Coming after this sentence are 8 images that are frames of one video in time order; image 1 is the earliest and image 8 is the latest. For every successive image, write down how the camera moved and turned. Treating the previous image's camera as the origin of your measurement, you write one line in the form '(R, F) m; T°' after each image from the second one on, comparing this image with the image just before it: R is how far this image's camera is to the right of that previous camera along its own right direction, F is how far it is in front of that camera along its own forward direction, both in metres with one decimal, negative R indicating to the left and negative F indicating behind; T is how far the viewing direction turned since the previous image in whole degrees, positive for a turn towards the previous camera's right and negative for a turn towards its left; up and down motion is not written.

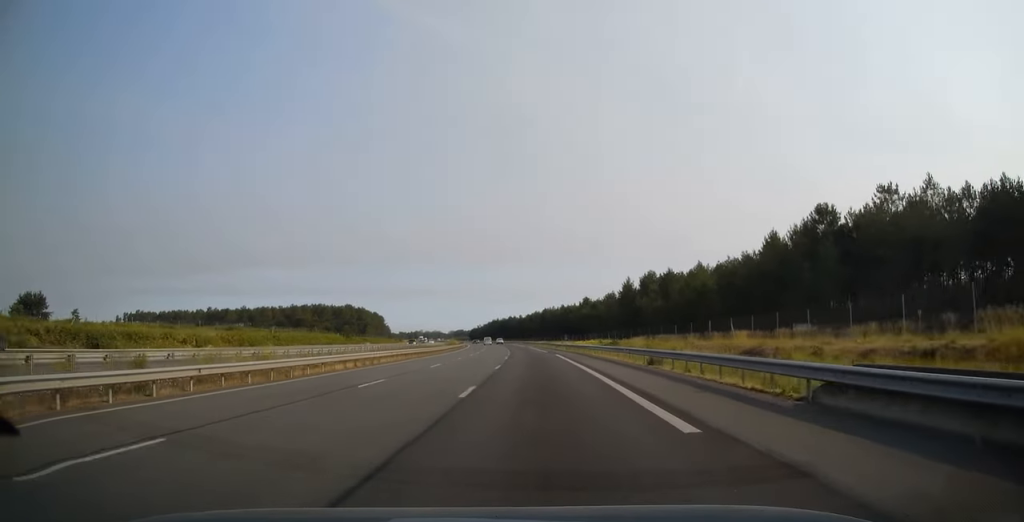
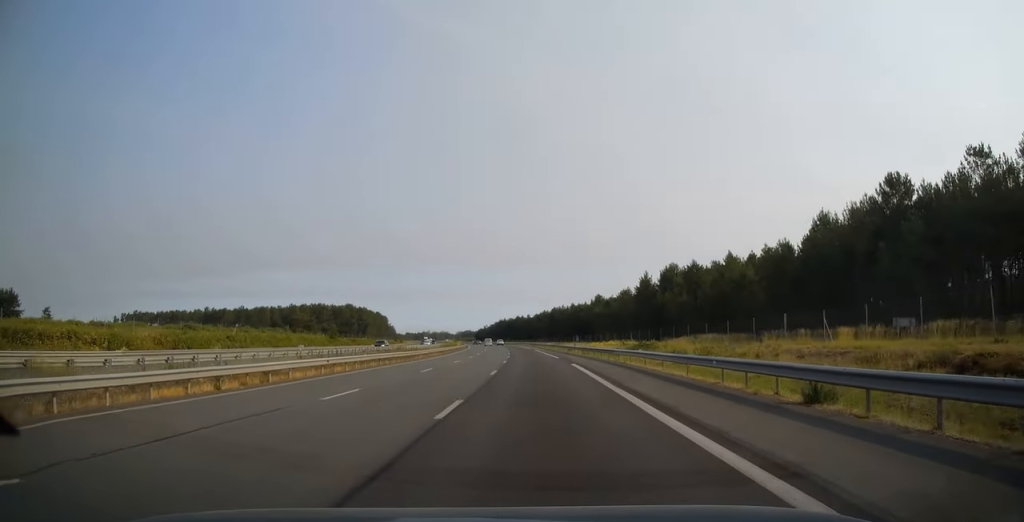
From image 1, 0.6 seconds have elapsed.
(-0.1, +16.3) m; -1°
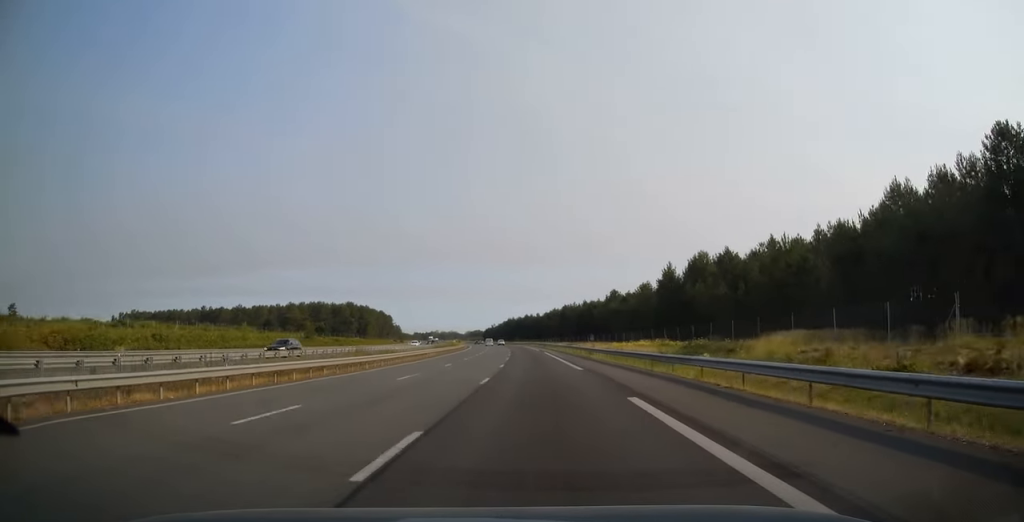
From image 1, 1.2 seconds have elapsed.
(-0.1, +17.7) m; -1°
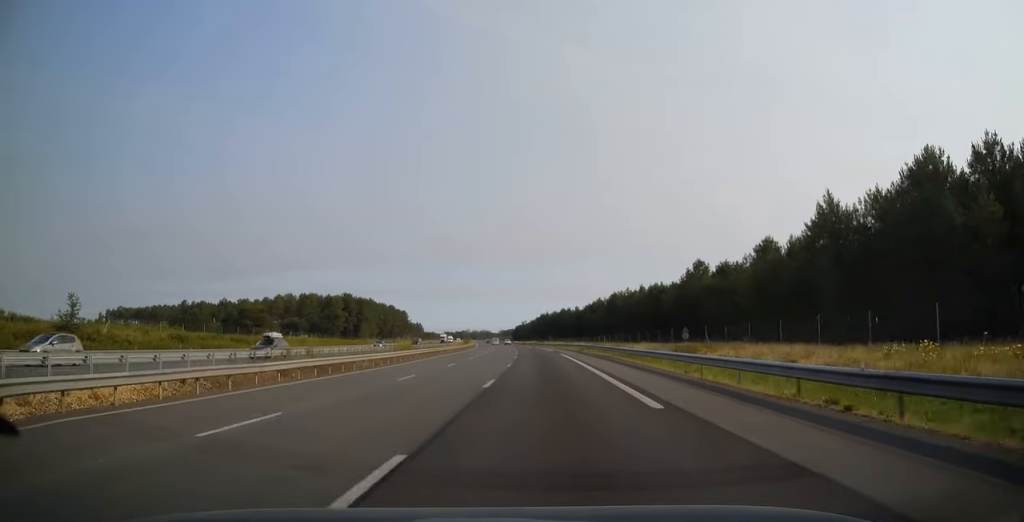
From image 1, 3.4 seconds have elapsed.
(-2.3, +67.0) m; -4°
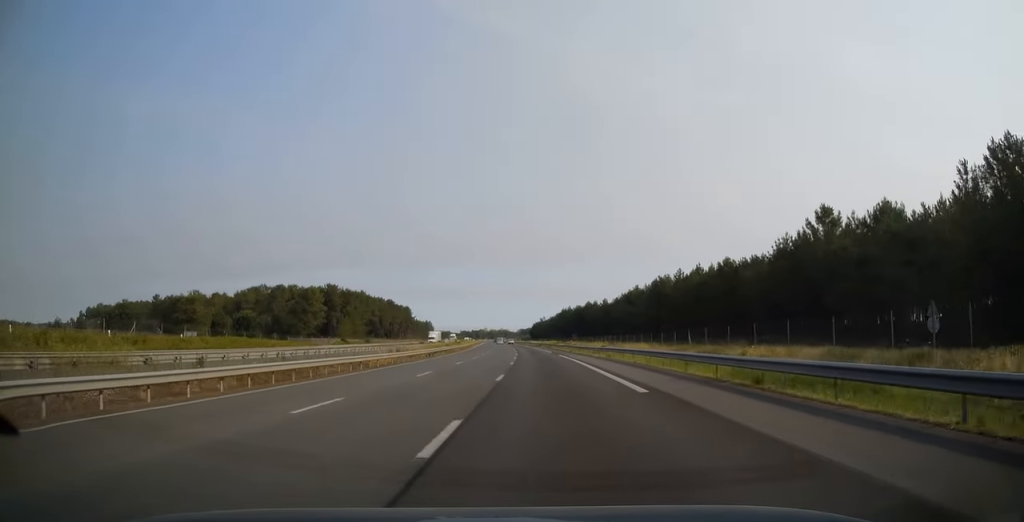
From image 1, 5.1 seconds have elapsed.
(-1.0, +49.5) m; -2°
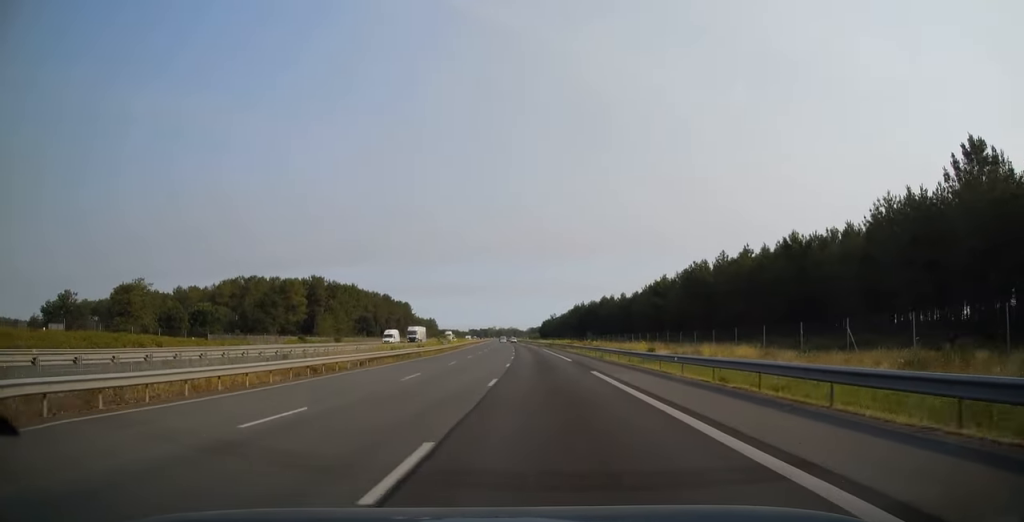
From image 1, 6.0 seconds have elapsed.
(-0.2, +28.2) m; -1°
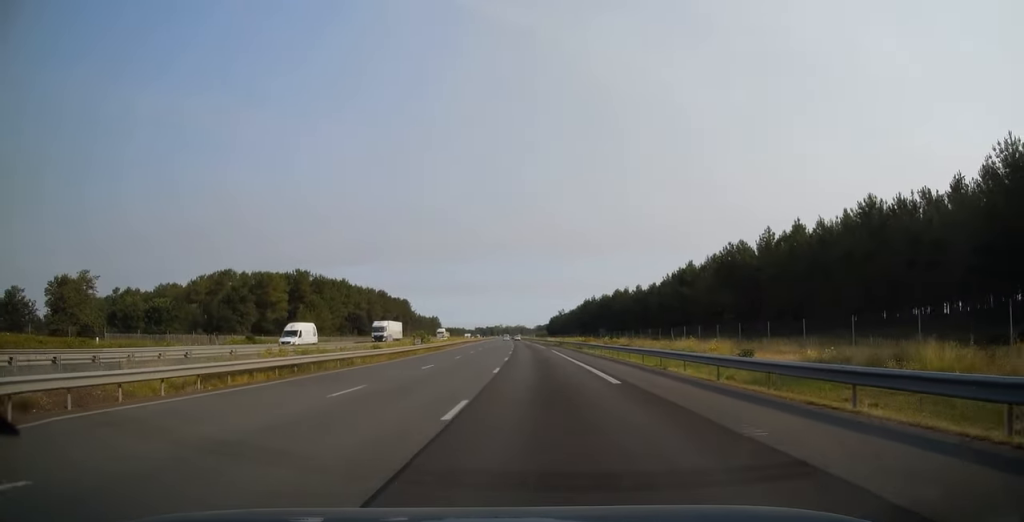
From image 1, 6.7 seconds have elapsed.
(-0.1, +21.3) m; -1°
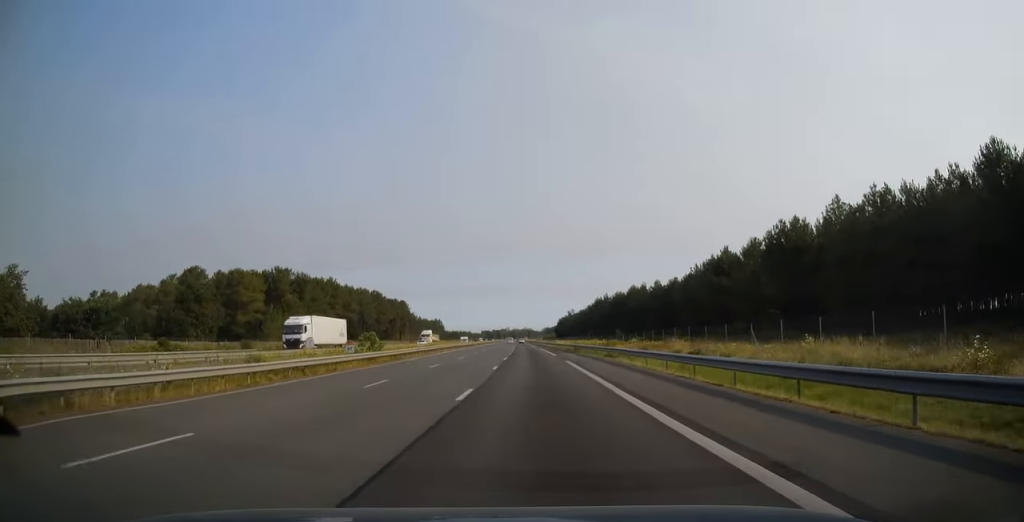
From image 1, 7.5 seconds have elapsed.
(-0.1, +22.3) m; -1°
